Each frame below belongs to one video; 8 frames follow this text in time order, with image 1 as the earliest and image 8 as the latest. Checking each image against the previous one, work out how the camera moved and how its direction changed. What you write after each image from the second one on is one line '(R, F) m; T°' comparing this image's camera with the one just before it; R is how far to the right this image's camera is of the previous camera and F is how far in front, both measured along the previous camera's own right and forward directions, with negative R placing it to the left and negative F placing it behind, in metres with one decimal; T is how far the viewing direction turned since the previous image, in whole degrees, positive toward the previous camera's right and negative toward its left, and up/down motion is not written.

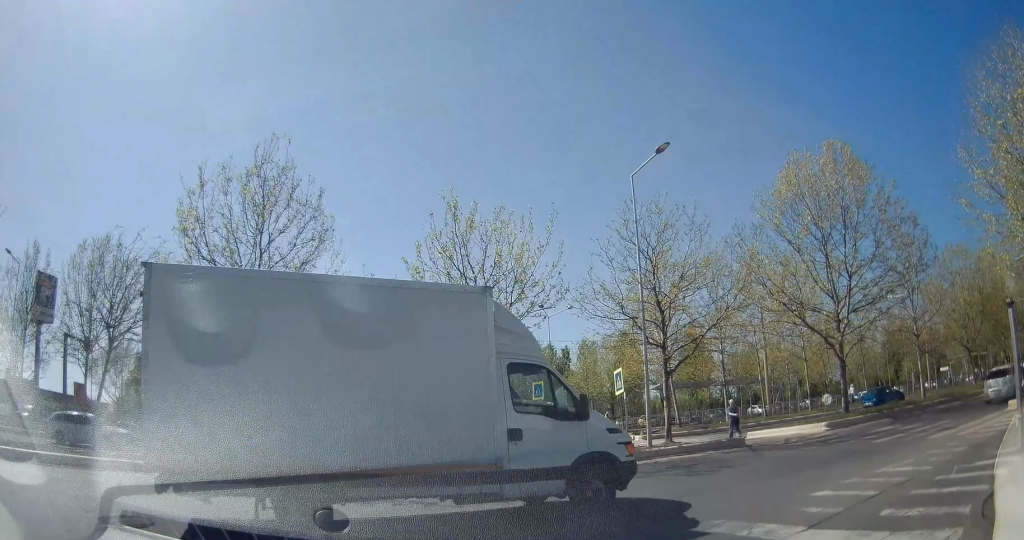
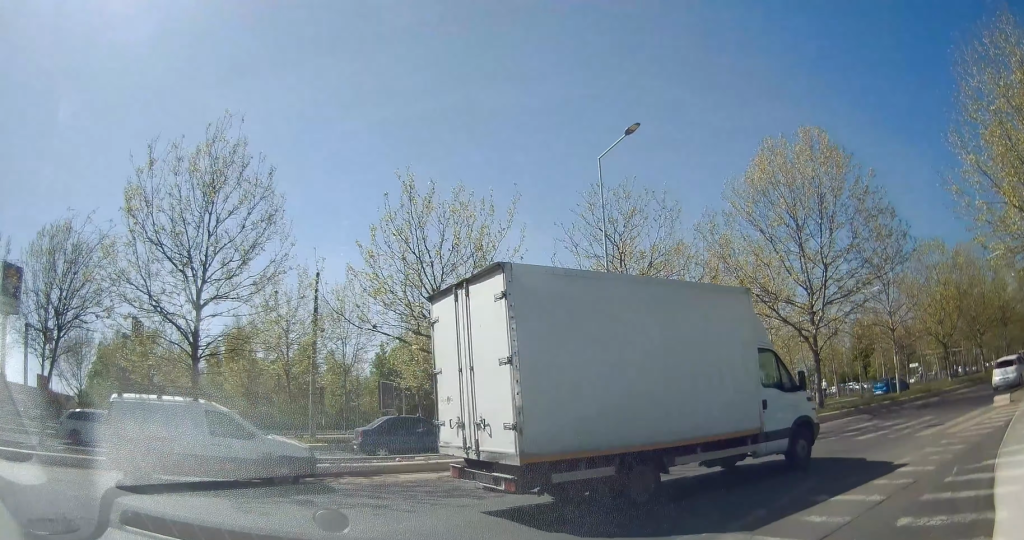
(0.0, +2.3) m; -3°
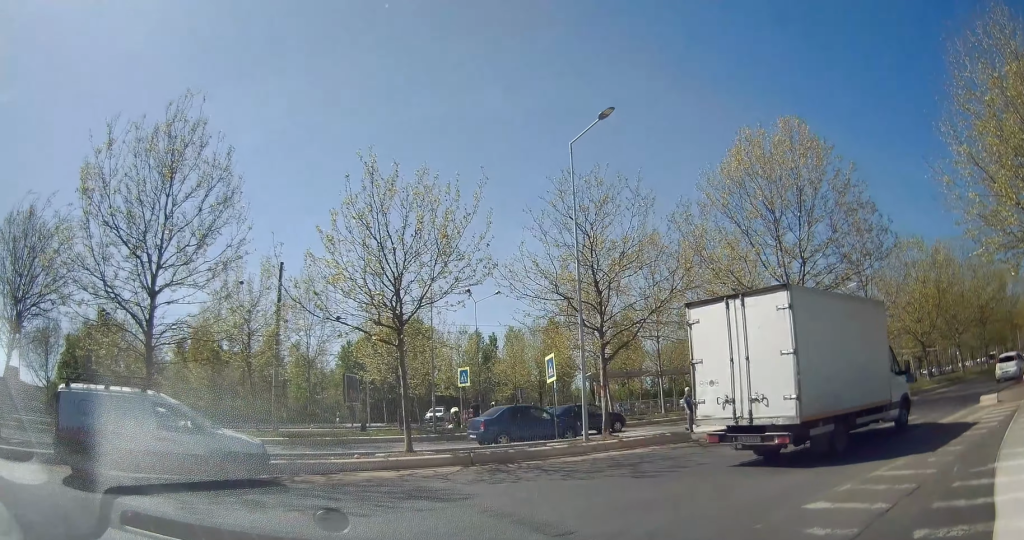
(0.0, +2.5) m; -3°
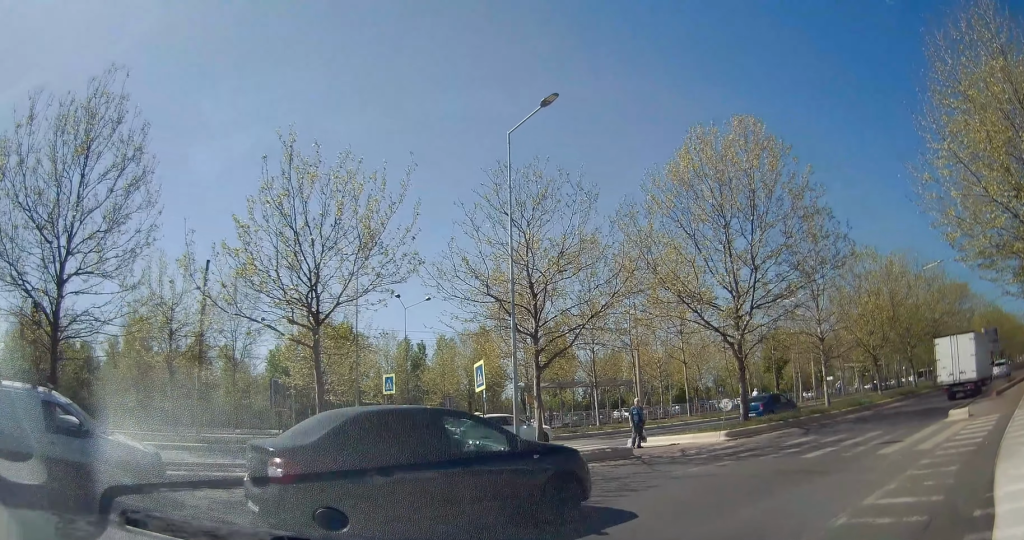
(0.0, +5.7) m; +18°
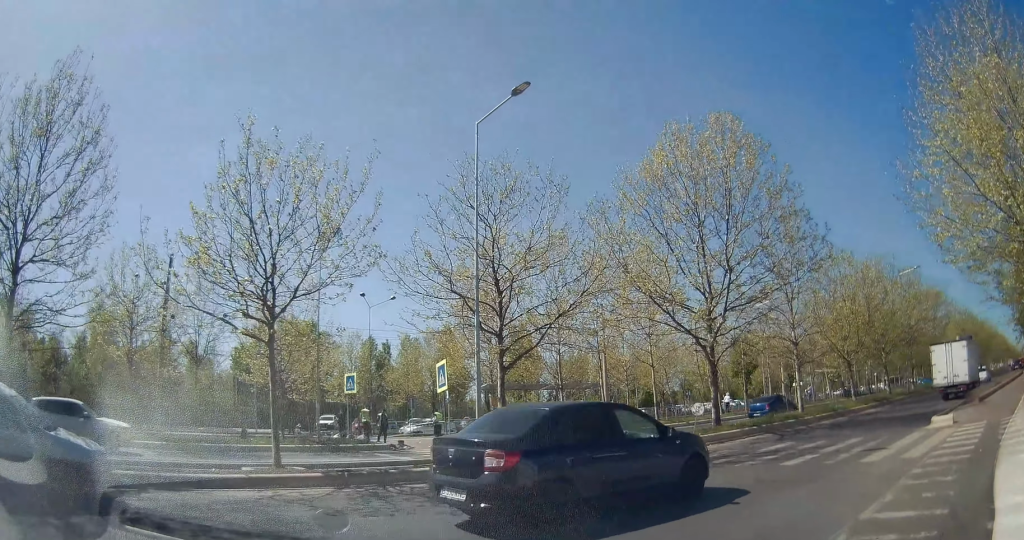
(0.0, +0.8) m; +9°
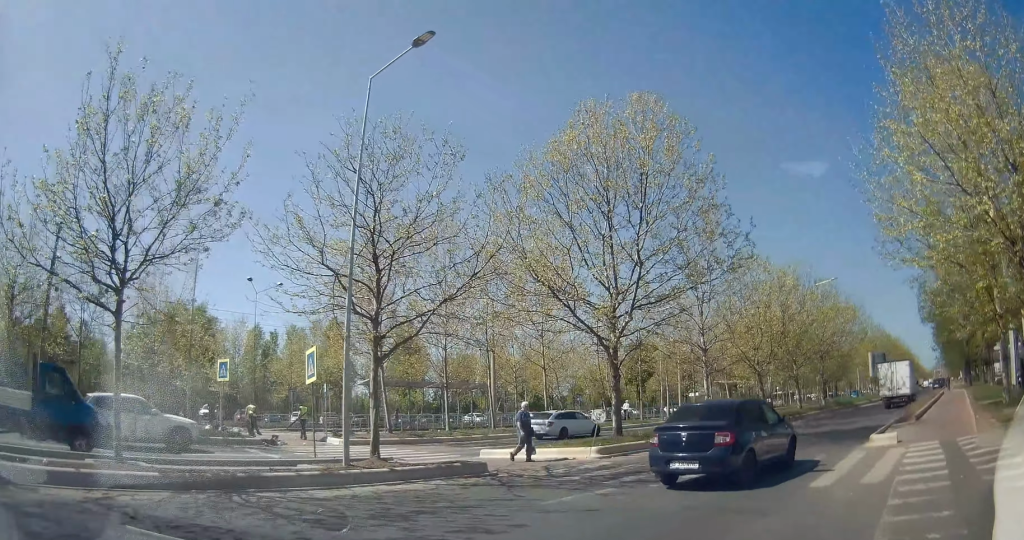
(+0.4, +1.9) m; +22°
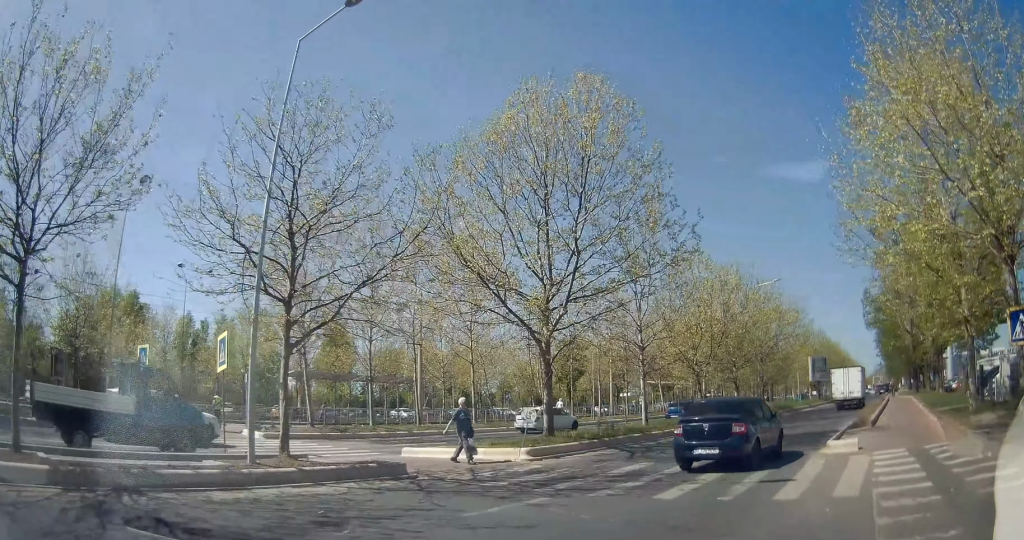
(0.0, +1.0) m; +9°
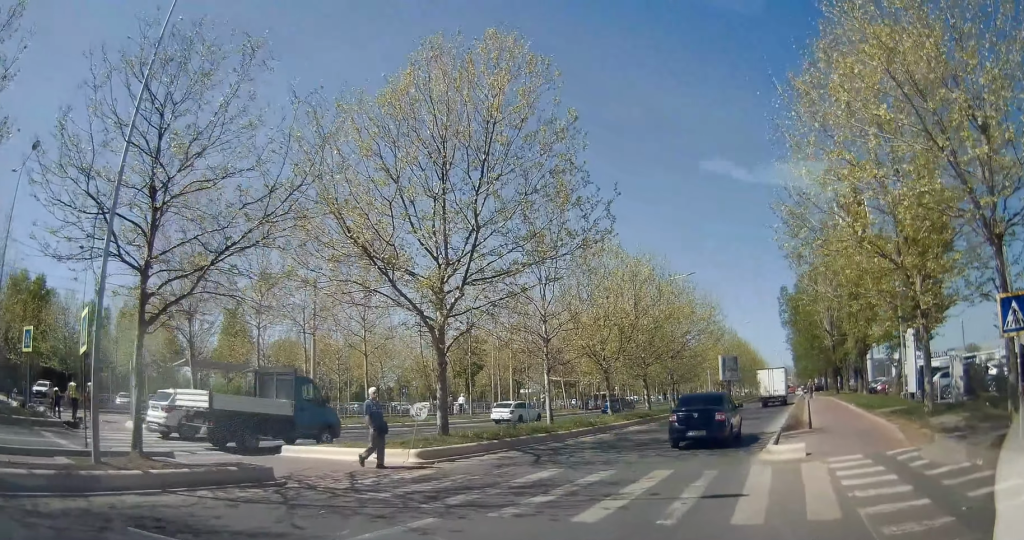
(+0.3, +1.8) m; 0°
